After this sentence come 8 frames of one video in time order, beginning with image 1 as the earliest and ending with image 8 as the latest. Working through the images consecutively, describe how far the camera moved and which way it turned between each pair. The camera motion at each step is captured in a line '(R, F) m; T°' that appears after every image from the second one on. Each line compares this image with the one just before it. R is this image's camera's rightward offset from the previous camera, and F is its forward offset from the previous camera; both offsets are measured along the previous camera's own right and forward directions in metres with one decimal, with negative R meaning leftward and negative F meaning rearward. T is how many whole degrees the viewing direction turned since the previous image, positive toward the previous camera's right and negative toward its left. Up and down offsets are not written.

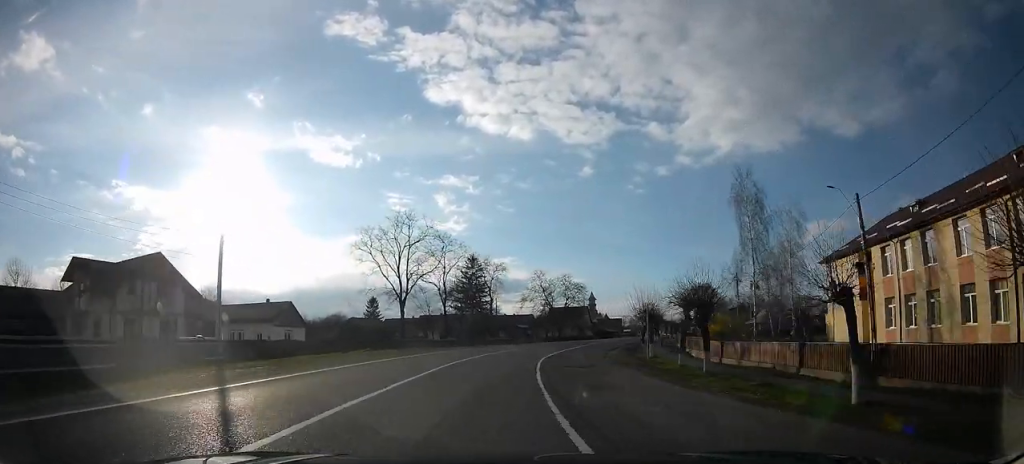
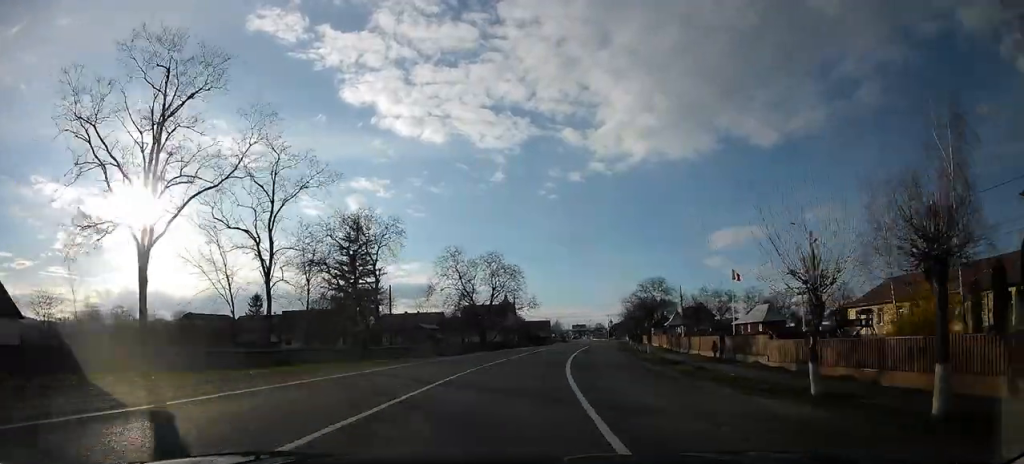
(+1.6, +29.2) m; +4°
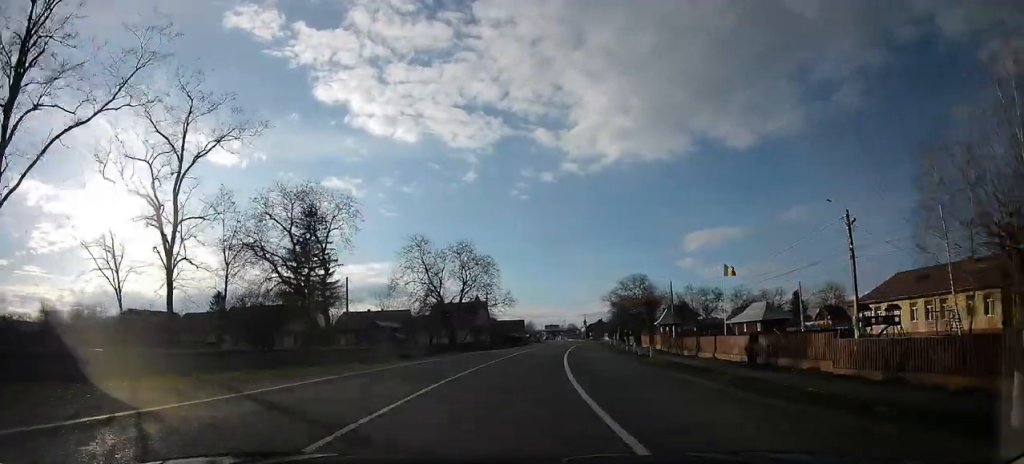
(-0.7, +7.0) m; +1°
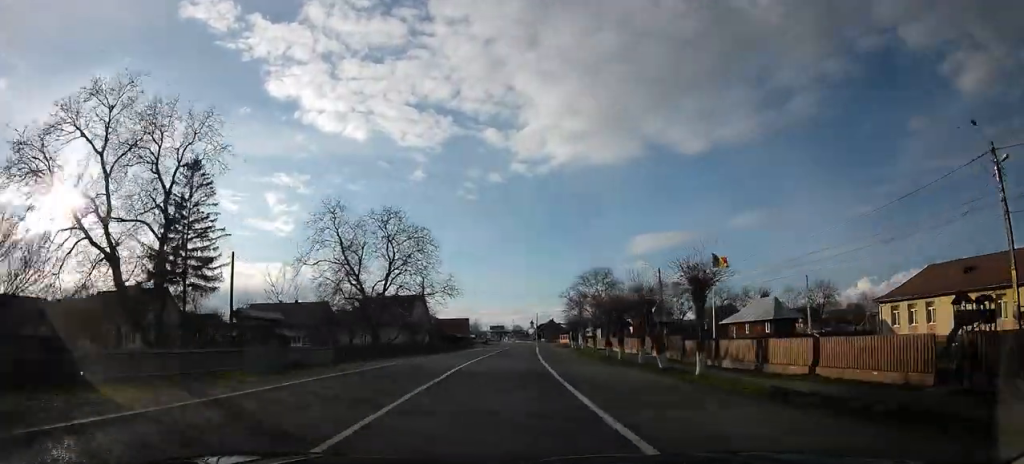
(+1.5, +14.5) m; +11°
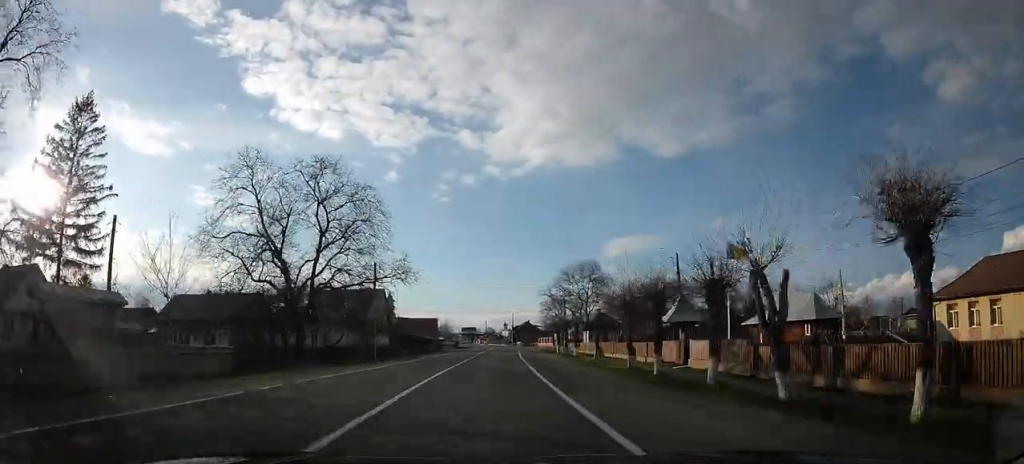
(+1.0, +11.7) m; +5°
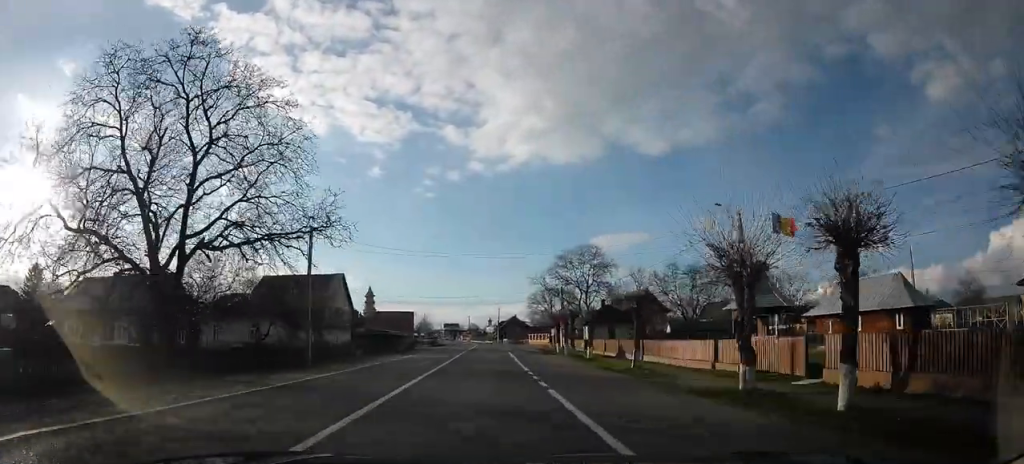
(+0.4, +12.9) m; +3°
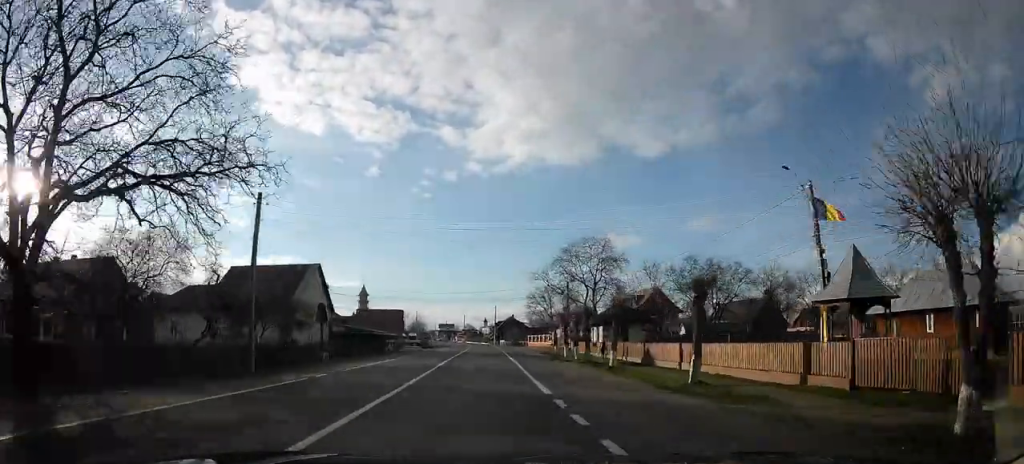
(-0.2, +7.3) m; +1°
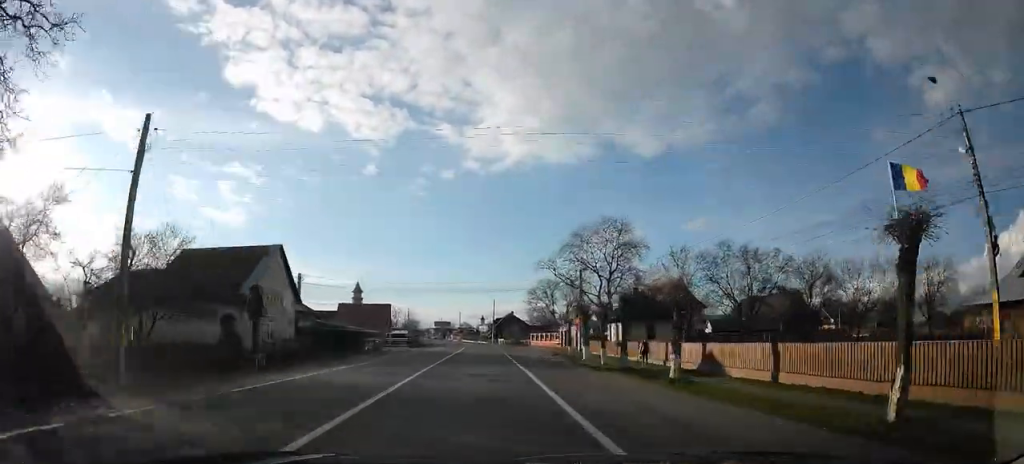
(+0.4, +9.4) m; +2°
